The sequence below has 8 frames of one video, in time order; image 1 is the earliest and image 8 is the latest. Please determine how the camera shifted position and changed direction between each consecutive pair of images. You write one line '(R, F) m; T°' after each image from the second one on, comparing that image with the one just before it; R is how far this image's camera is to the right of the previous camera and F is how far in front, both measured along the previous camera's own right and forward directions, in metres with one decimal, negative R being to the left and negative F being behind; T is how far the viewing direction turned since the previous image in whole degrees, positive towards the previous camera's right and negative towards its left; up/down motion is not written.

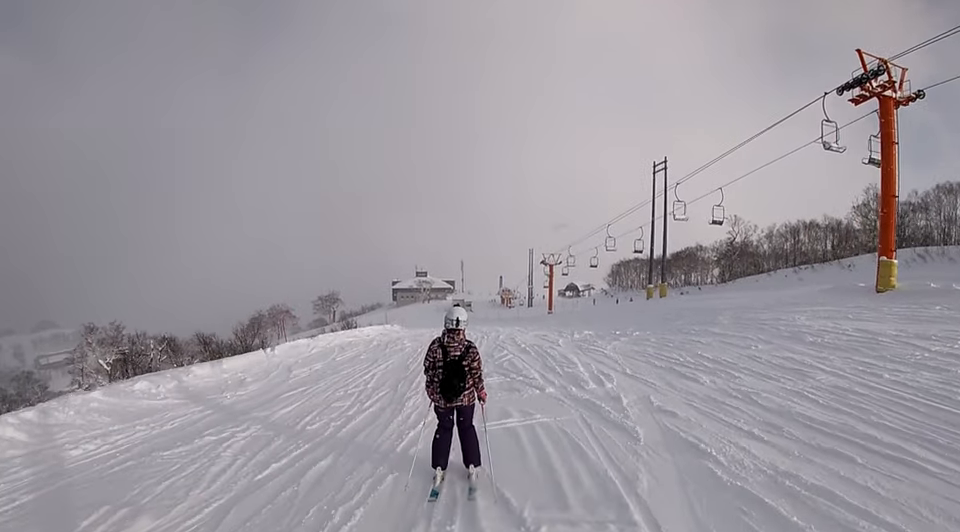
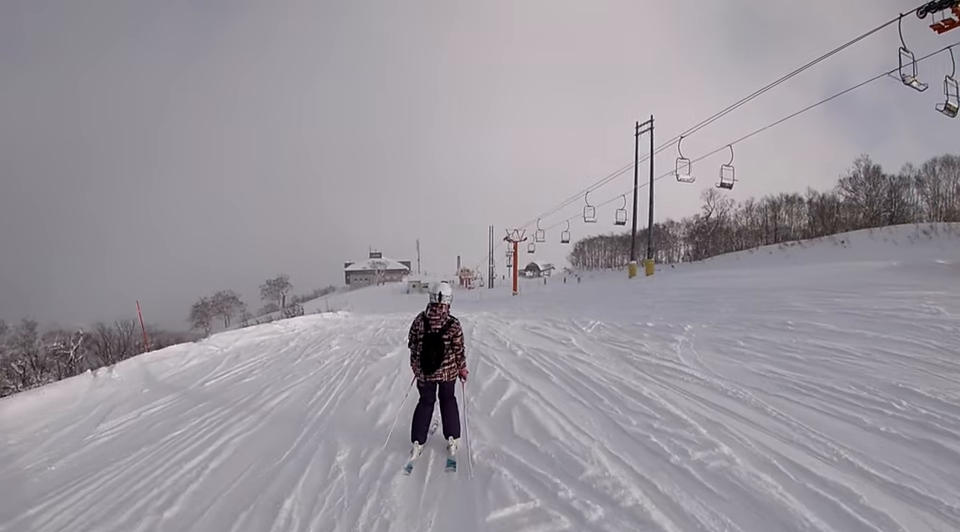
(0.0, +7.5) m; 0°
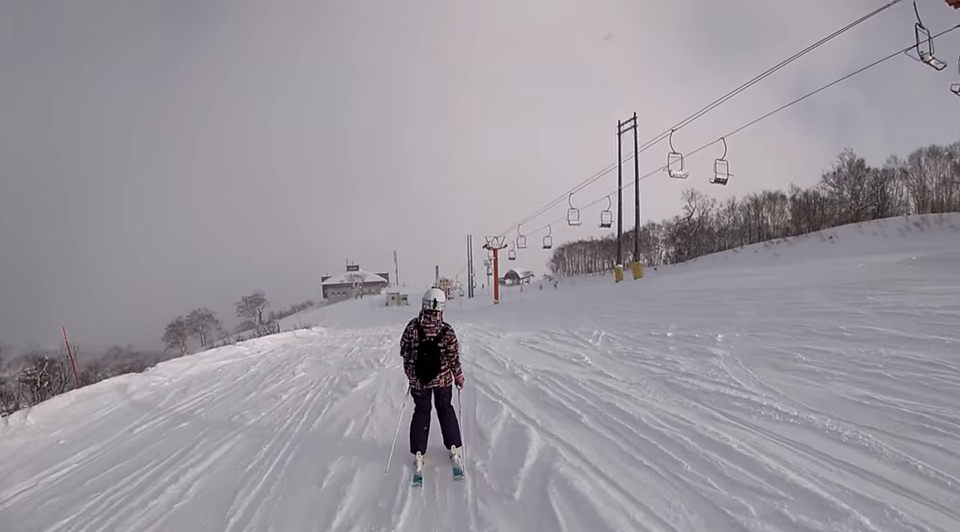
(0.0, +2.2) m; 0°
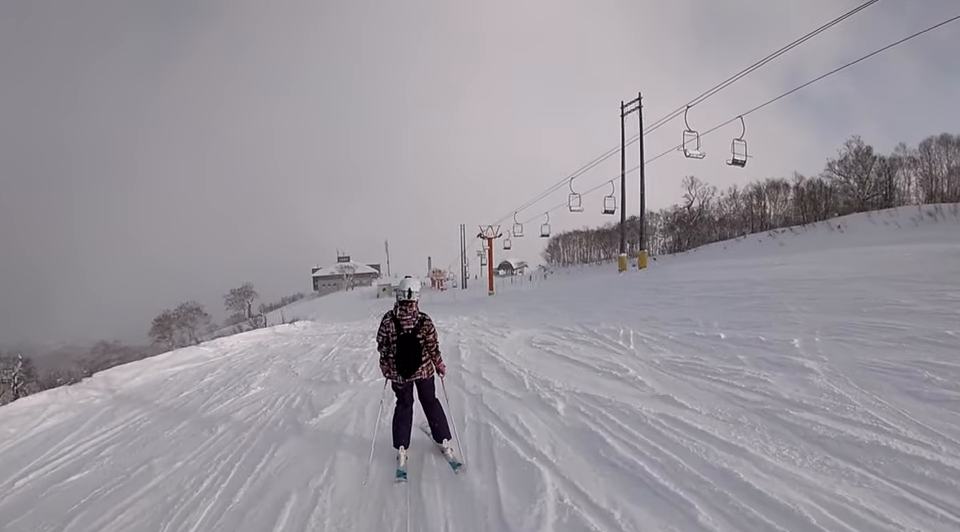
(0.0, +2.6) m; 0°
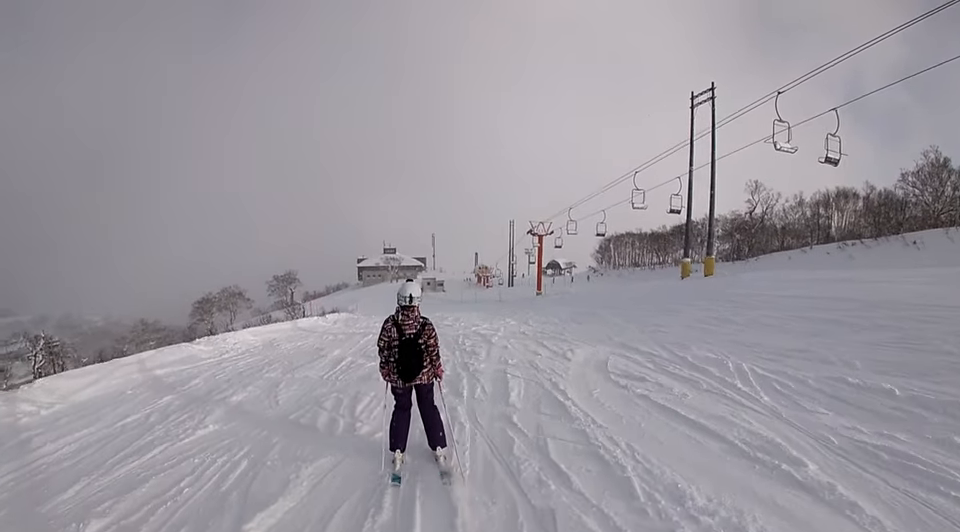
(0.0, +3.4) m; 0°
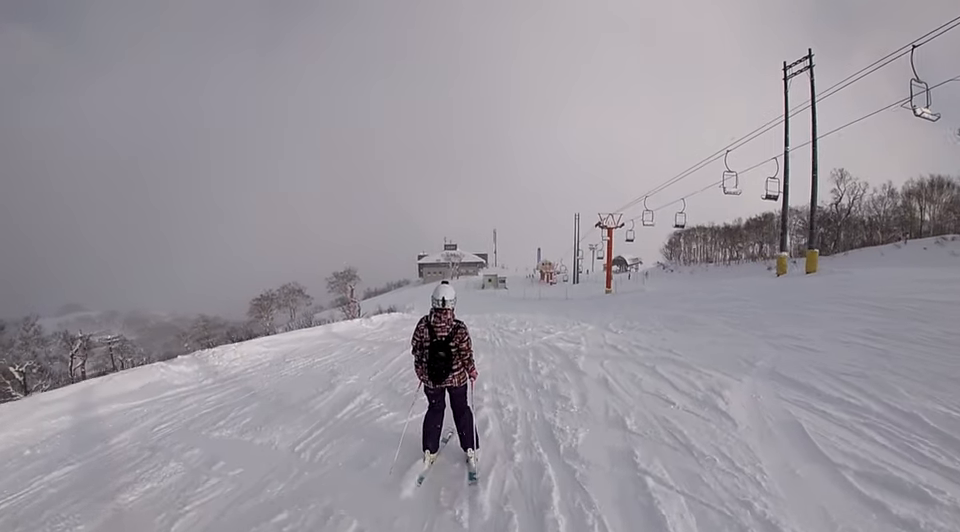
(0.0, +4.5) m; 0°
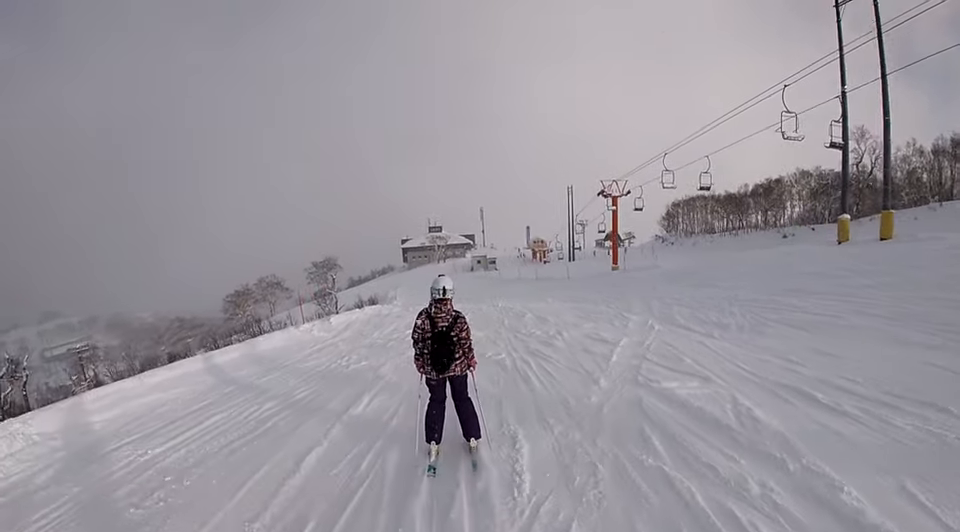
(0.0, +7.8) m; 0°
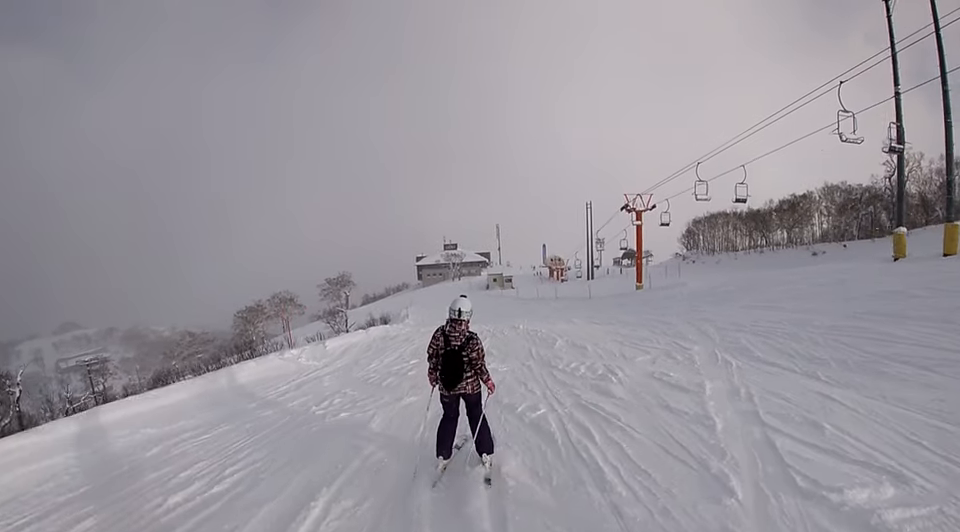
(0.0, +3.2) m; 0°
